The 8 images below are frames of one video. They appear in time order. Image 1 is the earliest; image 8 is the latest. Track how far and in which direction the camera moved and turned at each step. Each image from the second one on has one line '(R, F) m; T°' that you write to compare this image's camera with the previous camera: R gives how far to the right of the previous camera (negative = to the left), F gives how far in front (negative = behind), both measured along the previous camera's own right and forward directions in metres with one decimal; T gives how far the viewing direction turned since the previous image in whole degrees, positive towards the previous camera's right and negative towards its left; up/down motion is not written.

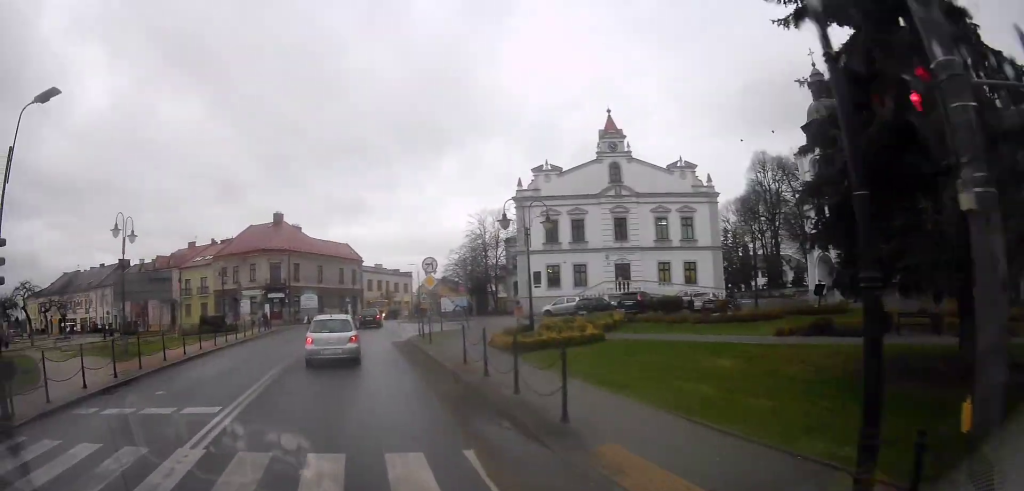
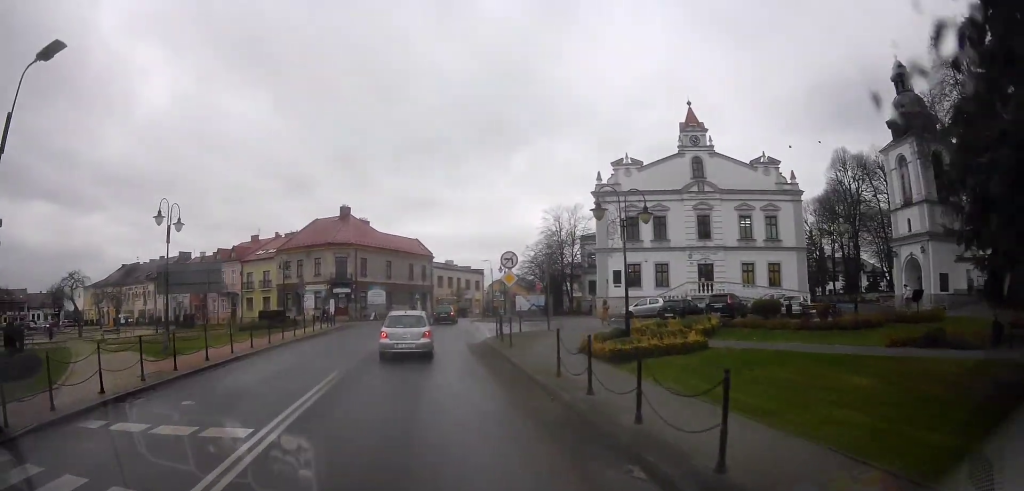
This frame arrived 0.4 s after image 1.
(-0.1, +1.9) m; -11°
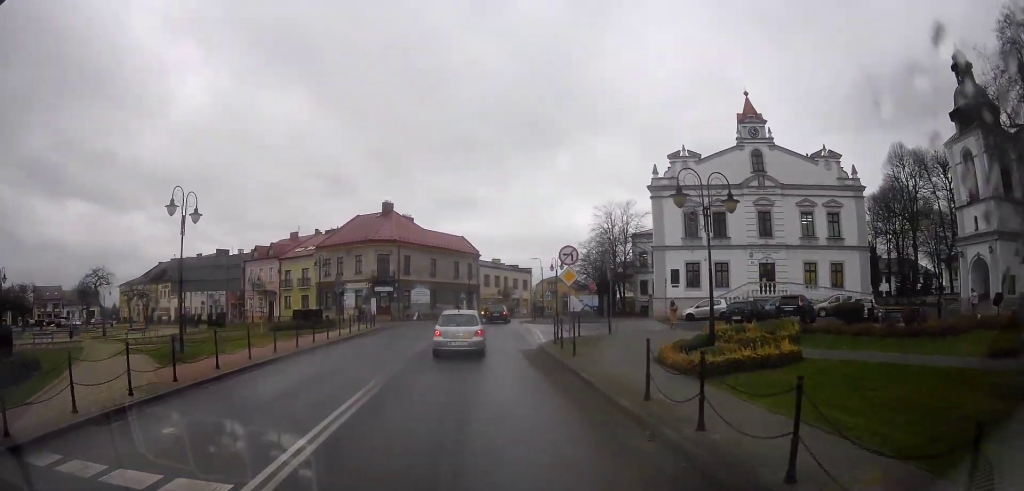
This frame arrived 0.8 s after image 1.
(-0.3, +2.0) m; -7°
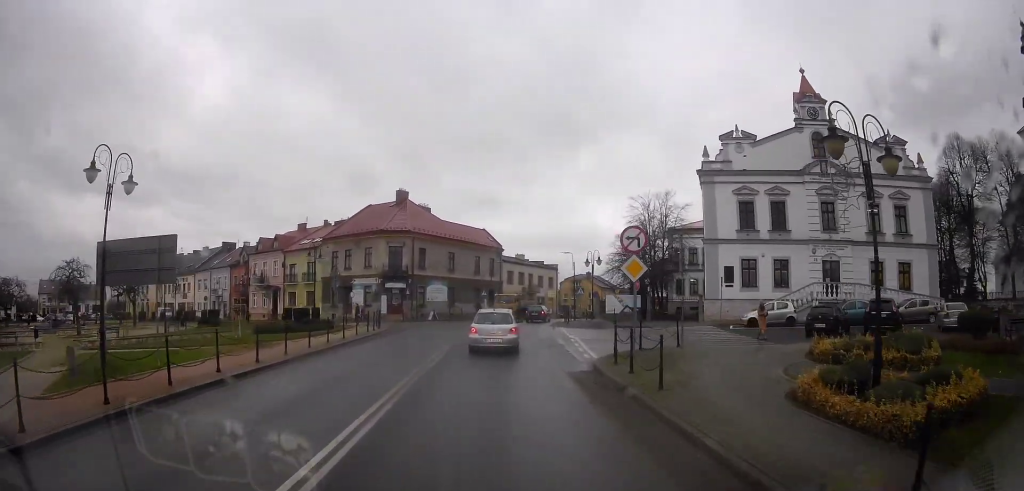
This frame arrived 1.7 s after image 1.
(-0.6, +4.7) m; -15°
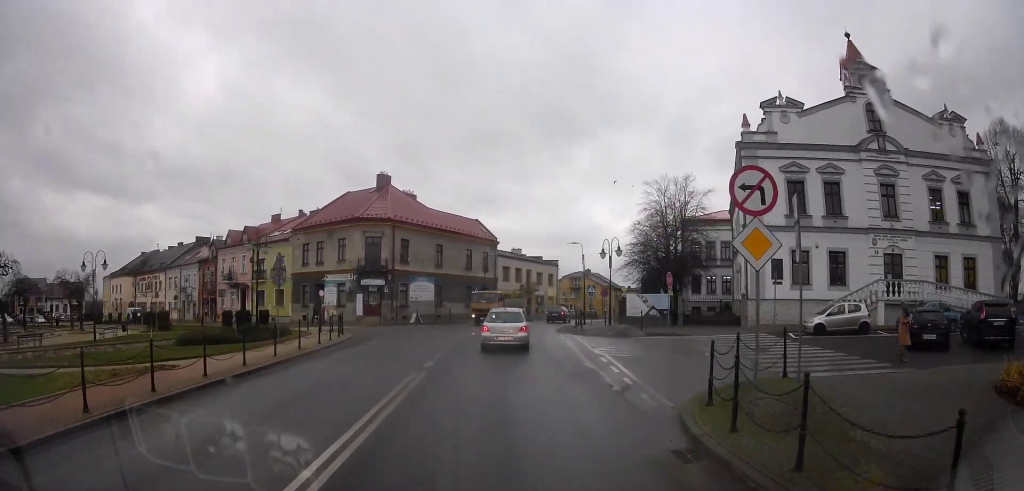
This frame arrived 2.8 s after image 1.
(-1.1, +6.8) m; -8°
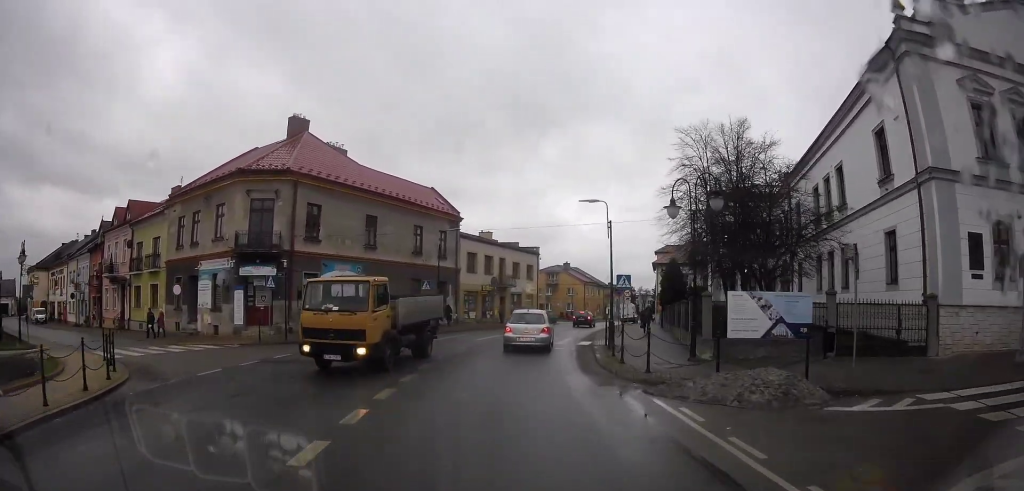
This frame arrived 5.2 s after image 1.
(+1.0, +16.2) m; +8°
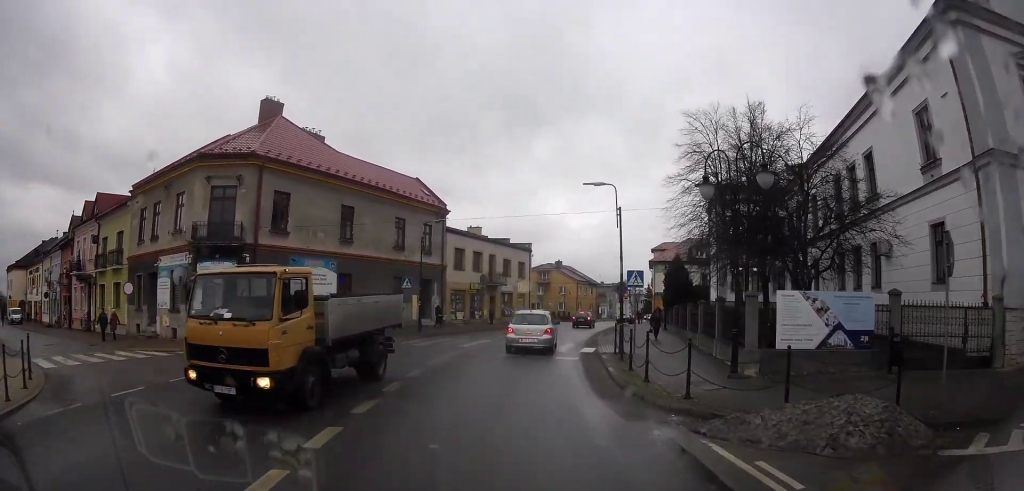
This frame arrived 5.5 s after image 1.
(0.0, +3.0) m; +1°
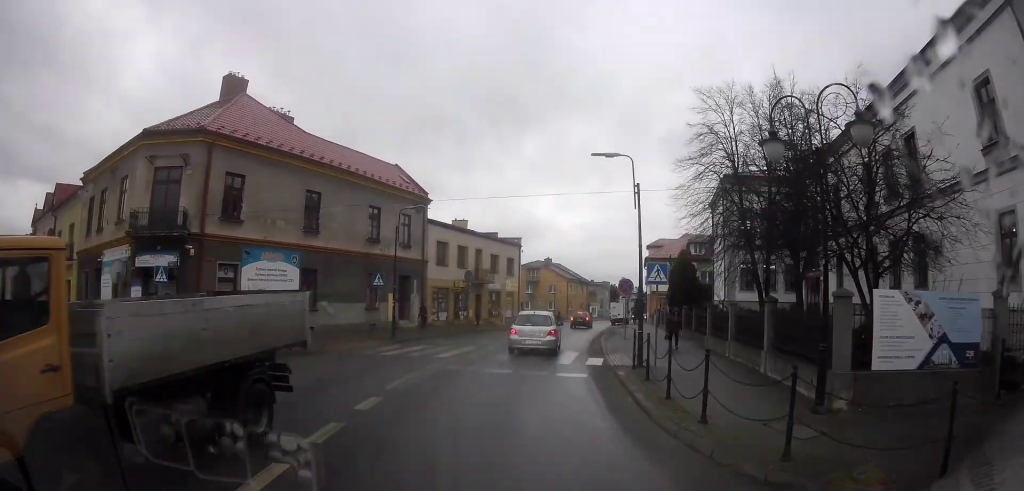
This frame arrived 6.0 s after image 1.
(+0.7, +3.7) m; +1°
